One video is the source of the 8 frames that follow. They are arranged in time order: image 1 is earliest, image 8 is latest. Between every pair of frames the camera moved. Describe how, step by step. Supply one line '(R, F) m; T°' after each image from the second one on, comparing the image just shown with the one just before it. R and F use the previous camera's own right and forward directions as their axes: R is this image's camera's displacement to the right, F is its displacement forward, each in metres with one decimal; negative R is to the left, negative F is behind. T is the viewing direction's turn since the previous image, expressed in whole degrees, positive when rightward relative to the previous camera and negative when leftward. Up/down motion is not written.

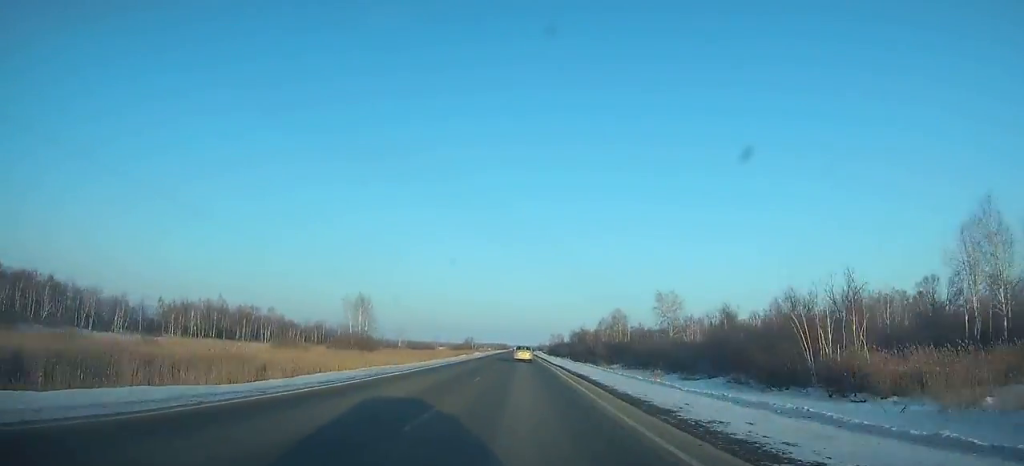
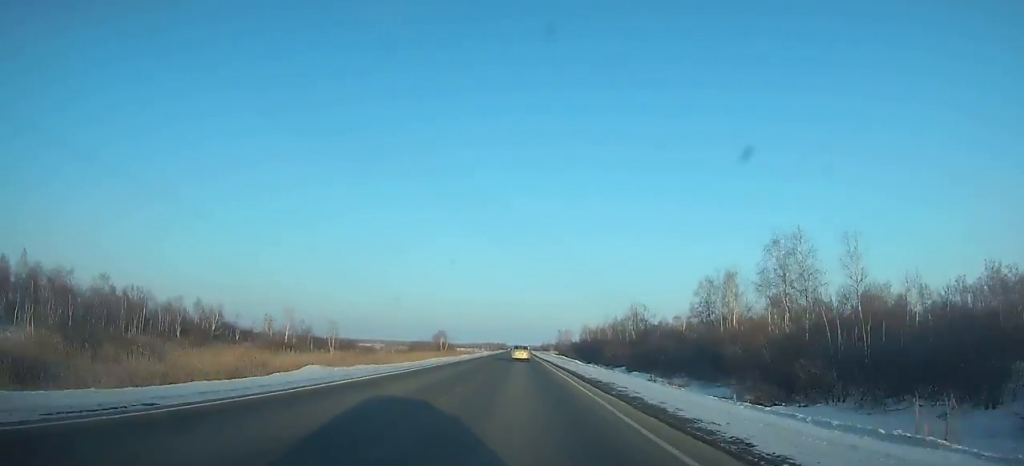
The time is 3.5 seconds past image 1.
(+0.1, +100.8) m; 0°
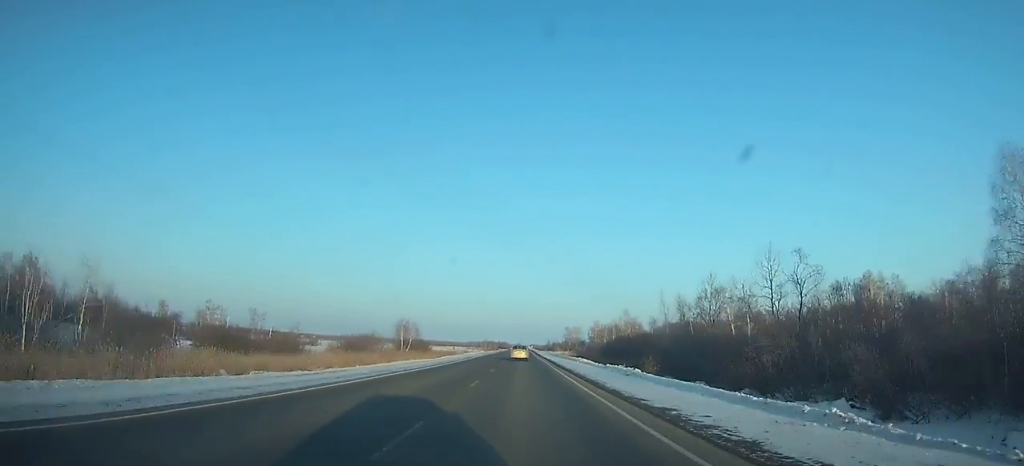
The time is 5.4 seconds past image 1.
(0.0, +54.7) m; 0°
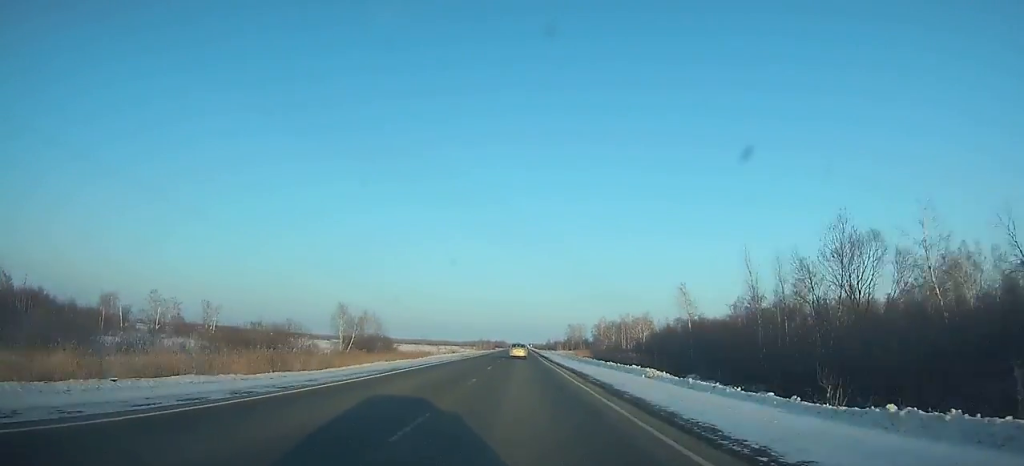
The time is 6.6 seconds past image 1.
(0.0, +34.5) m; 0°
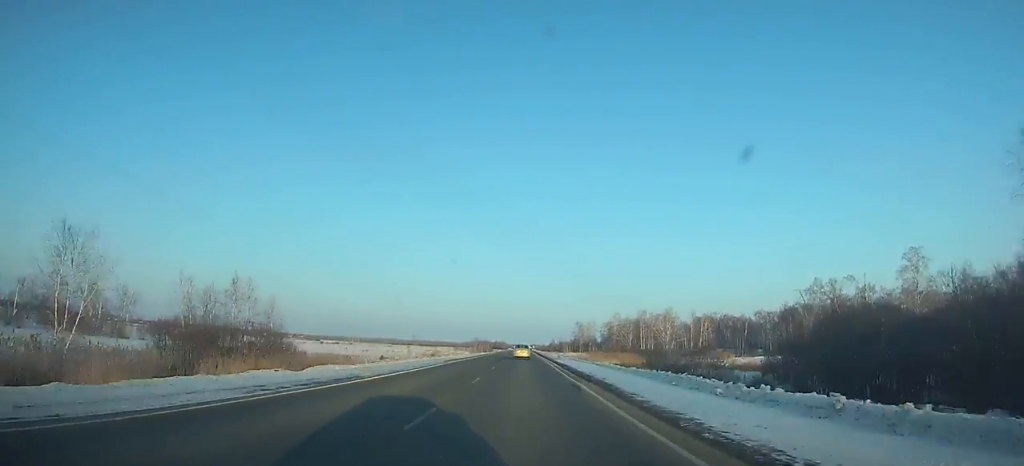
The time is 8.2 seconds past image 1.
(0.0, +46.1) m; 0°
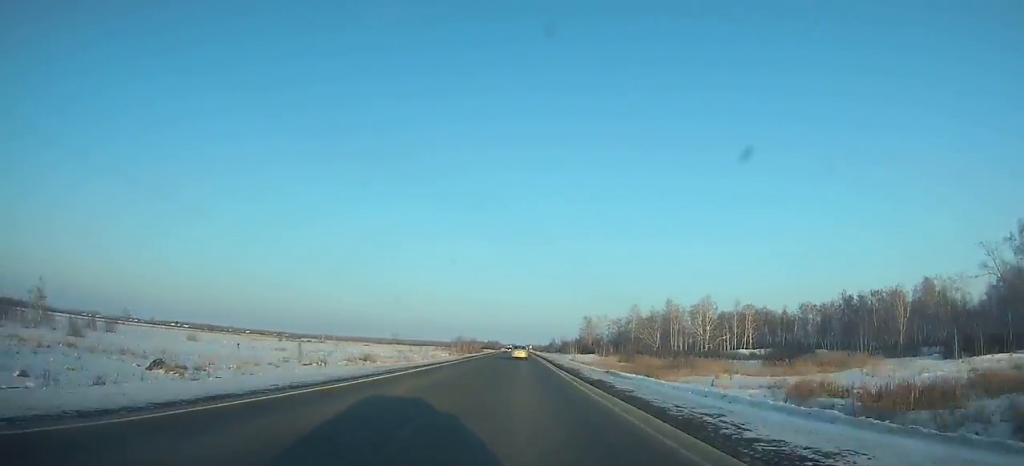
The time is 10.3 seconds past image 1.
(+0.1, +60.6) m; 0°
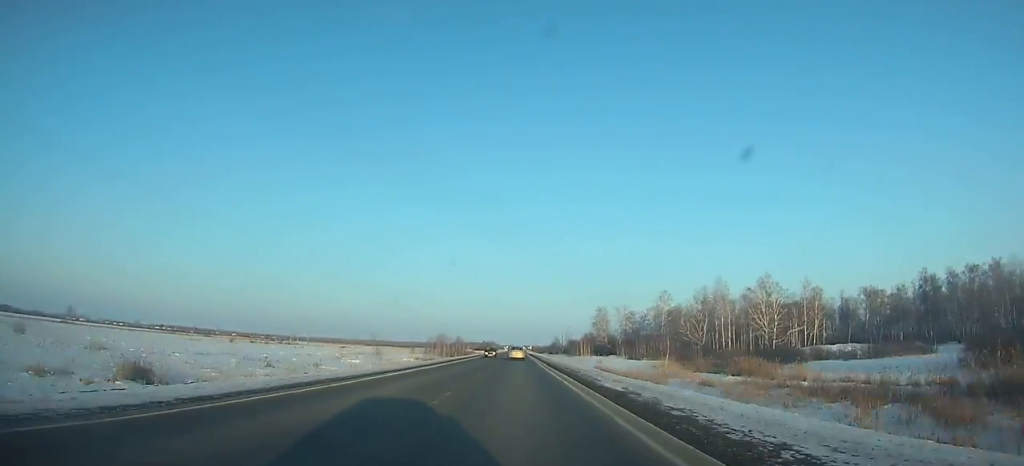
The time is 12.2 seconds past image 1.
(0.0, +54.9) m; 0°
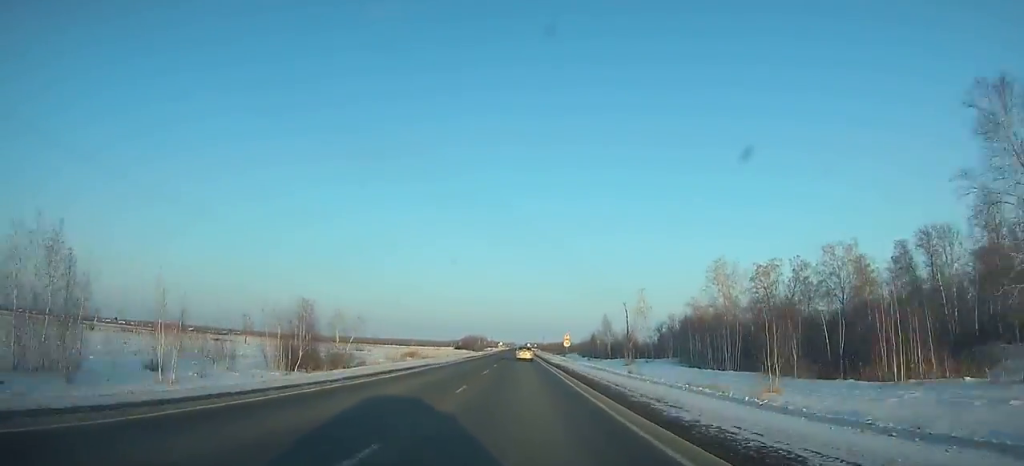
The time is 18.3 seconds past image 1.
(-0.2, +173.4) m; 0°
